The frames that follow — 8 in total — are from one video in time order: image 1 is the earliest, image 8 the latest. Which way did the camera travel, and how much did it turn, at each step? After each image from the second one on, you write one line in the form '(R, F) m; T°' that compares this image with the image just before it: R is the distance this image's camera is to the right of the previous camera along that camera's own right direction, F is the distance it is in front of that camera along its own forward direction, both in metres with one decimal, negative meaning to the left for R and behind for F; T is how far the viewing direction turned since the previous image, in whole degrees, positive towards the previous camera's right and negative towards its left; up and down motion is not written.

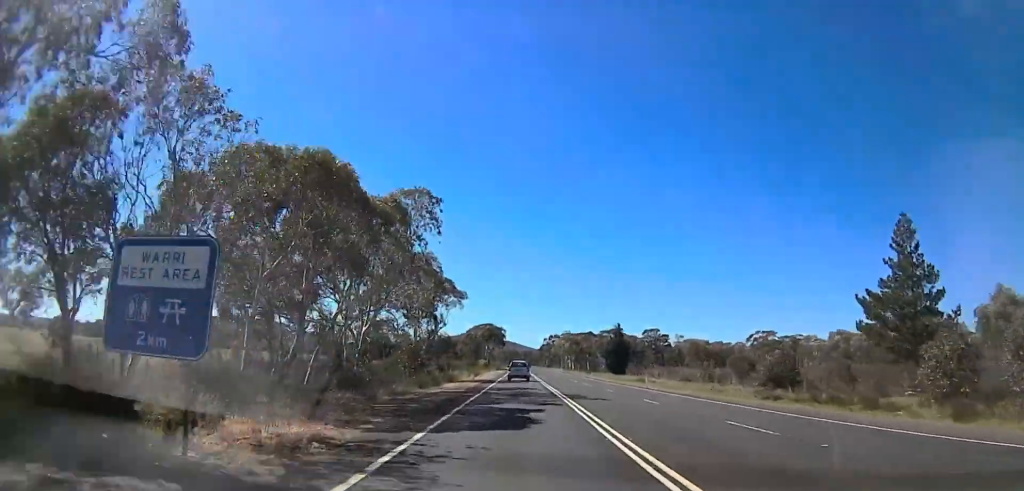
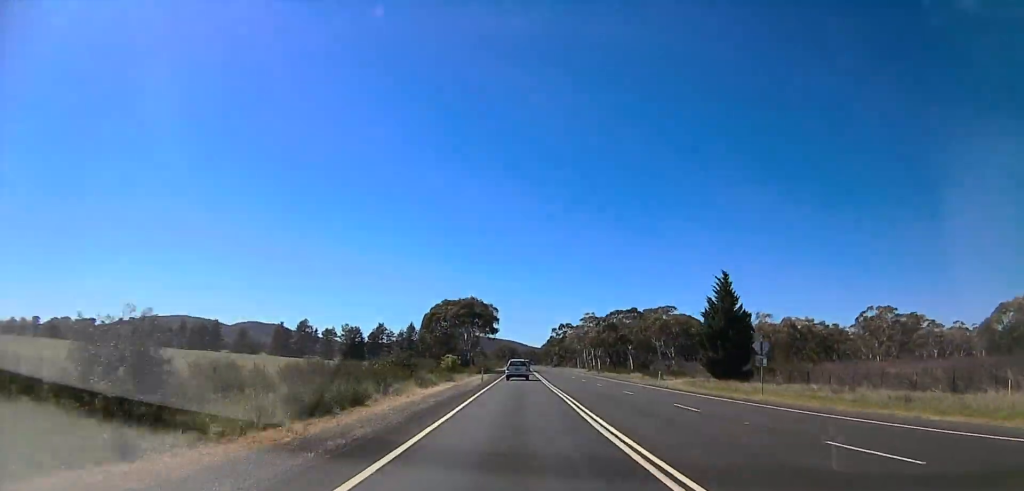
(+0.9, +65.3) m; +1°
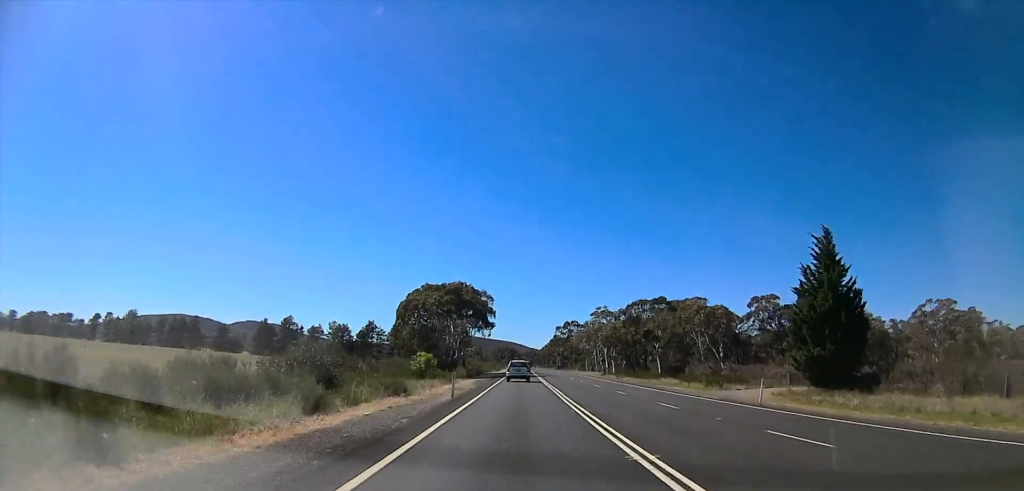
(0.0, +21.1) m; 0°
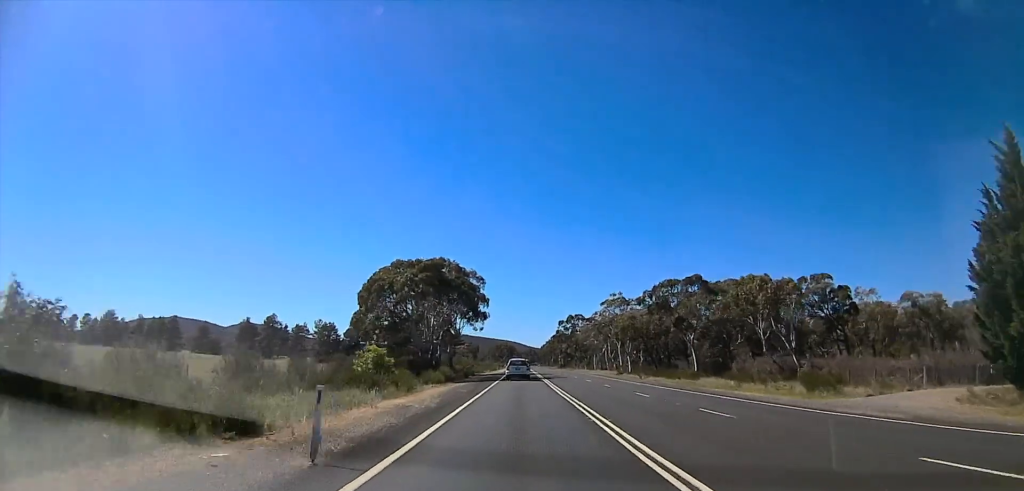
(0.0, +18.3) m; 0°
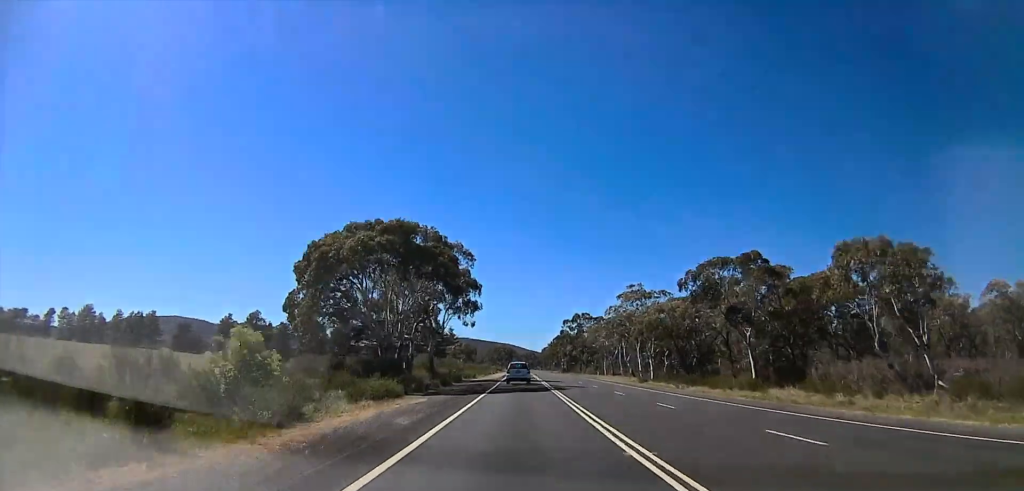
(0.0, +17.4) m; 0°
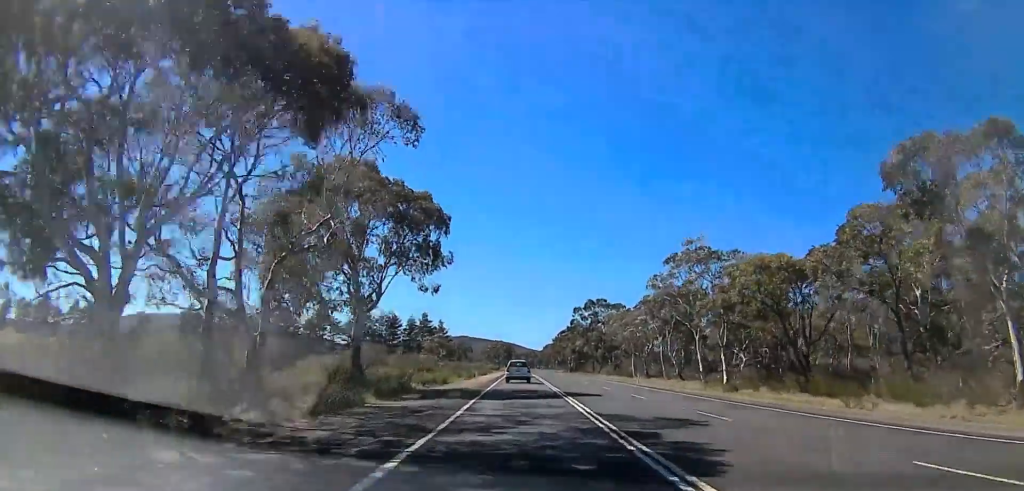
(0.0, +30.2) m; 0°
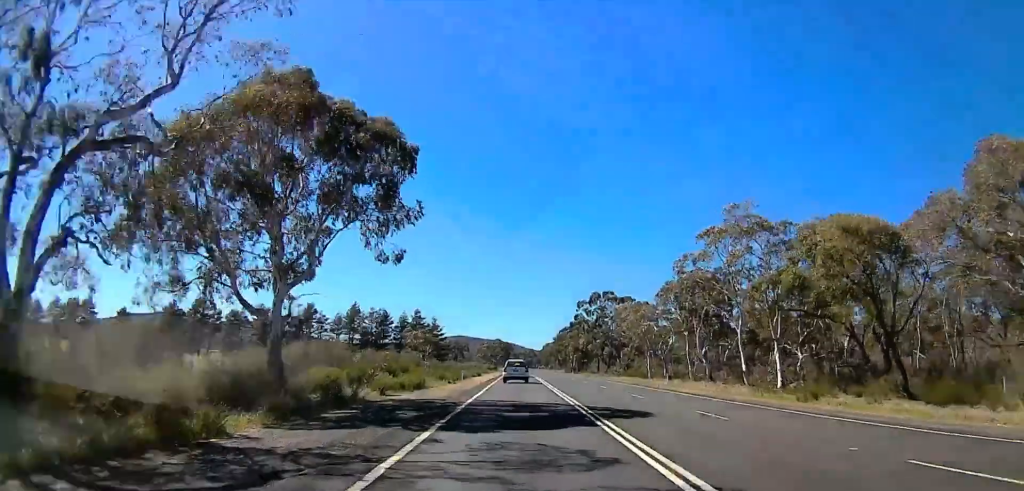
(0.0, +11.0) m; 0°
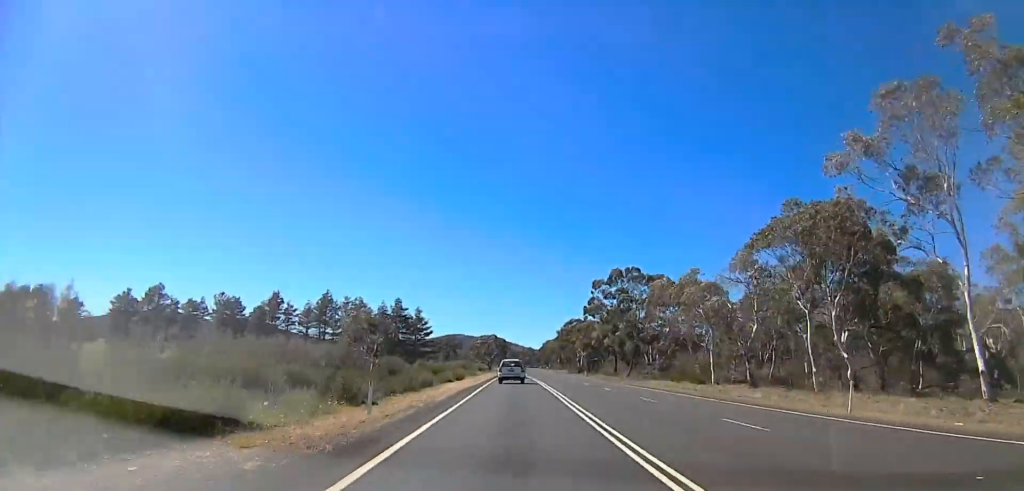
(0.0, +26.5) m; 0°
